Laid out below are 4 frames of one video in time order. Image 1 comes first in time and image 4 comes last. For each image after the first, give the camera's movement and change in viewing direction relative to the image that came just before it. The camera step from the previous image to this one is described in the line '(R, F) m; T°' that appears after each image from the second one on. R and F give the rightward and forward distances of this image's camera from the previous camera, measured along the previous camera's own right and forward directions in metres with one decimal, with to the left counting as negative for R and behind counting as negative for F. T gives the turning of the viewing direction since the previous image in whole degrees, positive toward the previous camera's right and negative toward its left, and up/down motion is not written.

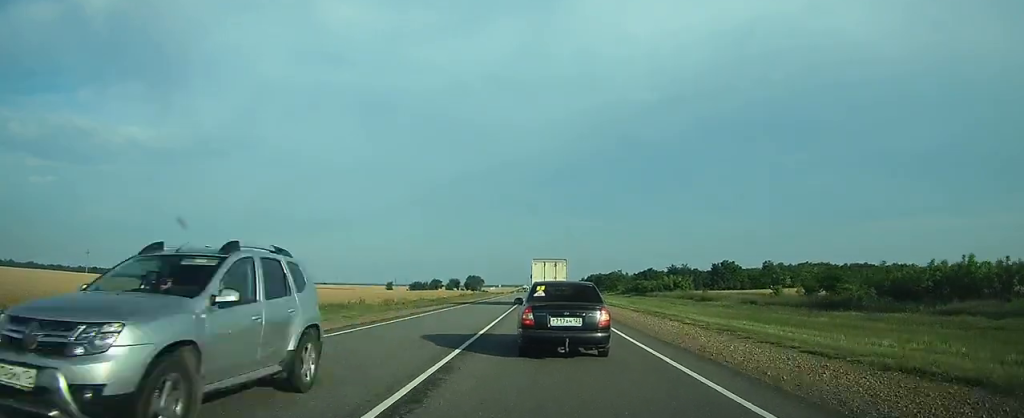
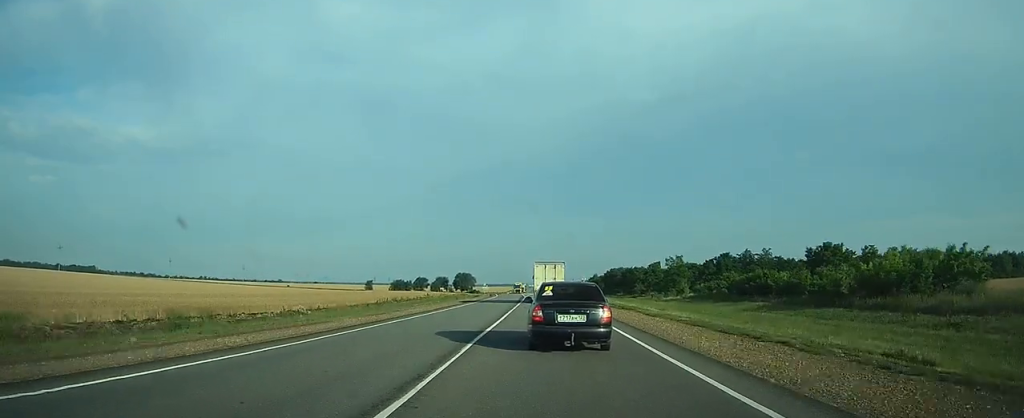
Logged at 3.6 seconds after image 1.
(+0.2, +65.9) m; 0°
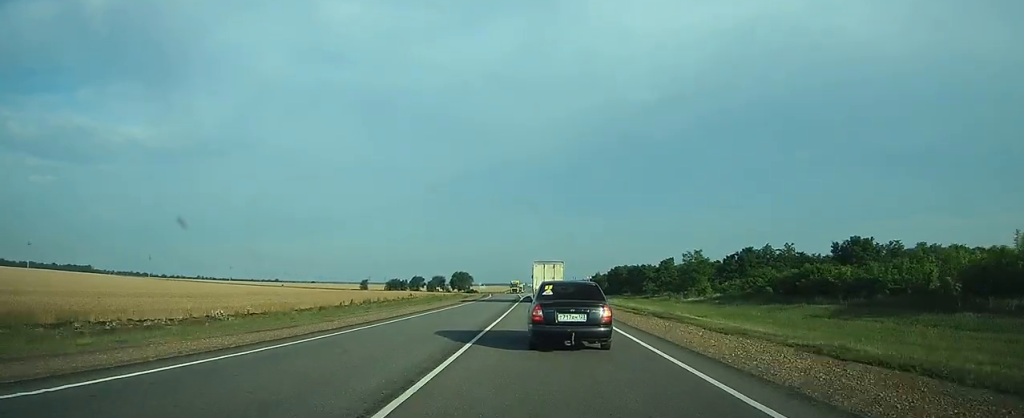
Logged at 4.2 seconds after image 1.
(0.0, +11.1) m; 0°
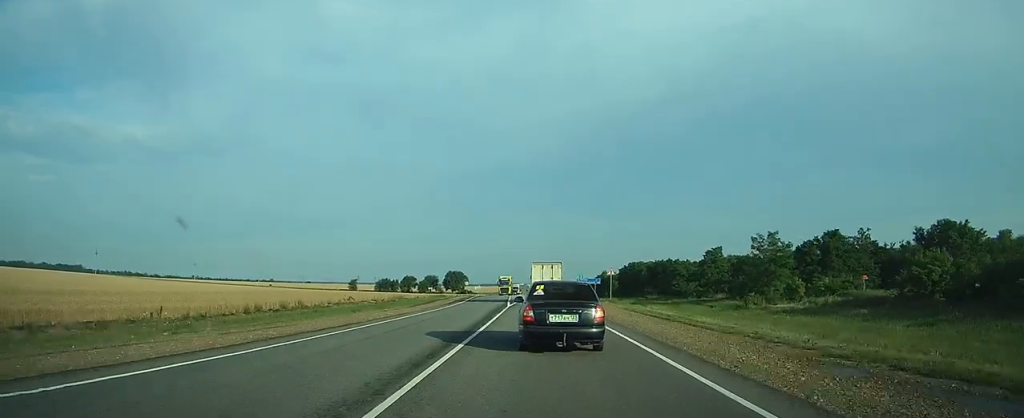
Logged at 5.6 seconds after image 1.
(0.0, +24.8) m; 0°
